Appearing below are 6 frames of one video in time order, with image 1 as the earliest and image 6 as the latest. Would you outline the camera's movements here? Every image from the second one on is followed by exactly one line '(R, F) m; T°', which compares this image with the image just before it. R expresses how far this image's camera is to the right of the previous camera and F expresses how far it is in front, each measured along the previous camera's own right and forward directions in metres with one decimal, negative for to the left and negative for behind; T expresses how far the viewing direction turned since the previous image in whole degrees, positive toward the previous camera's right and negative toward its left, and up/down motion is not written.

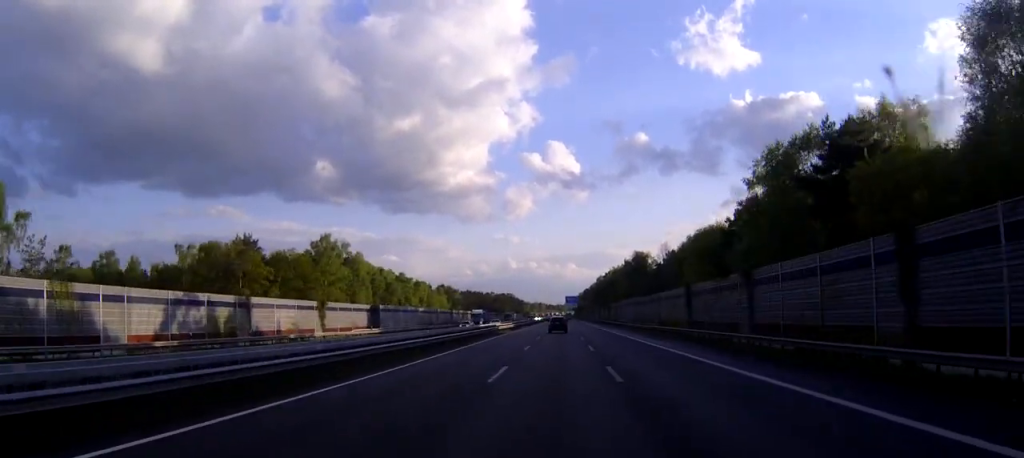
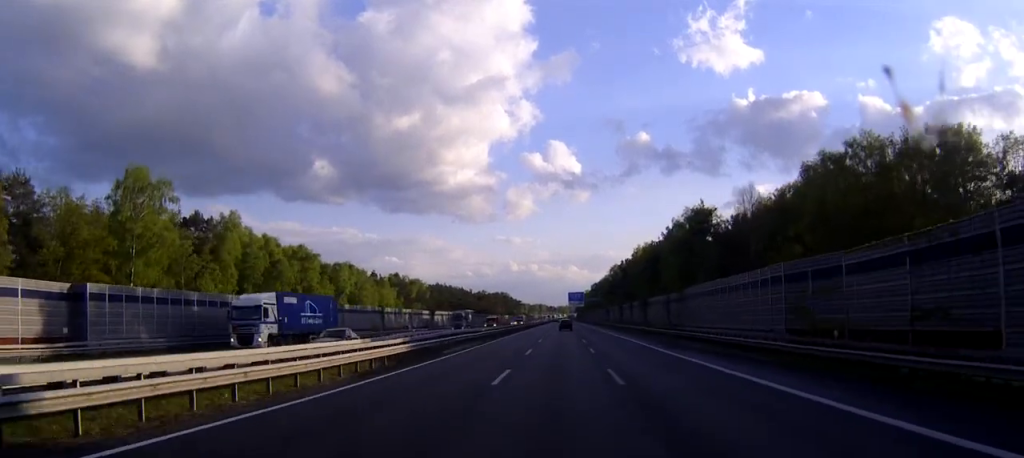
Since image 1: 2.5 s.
(+0.4, +71.3) m; 0°
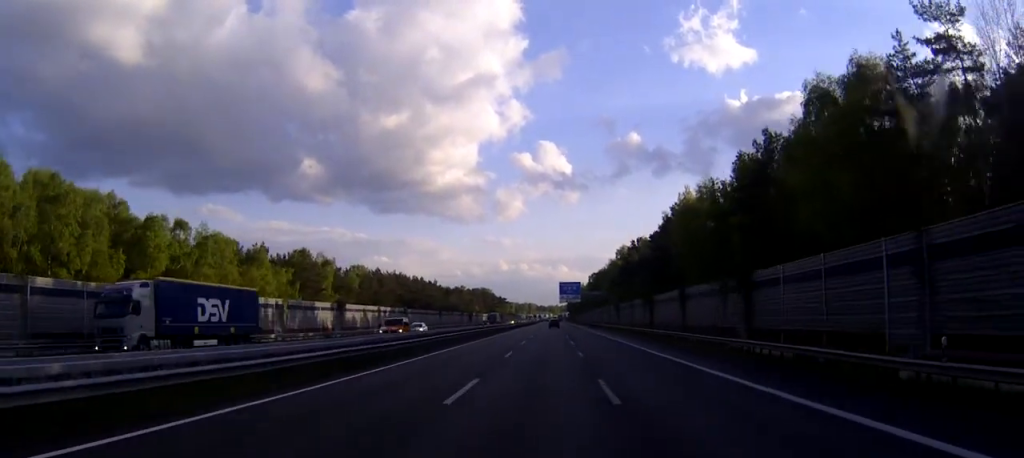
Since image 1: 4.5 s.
(-0.2, +58.6) m; 0°
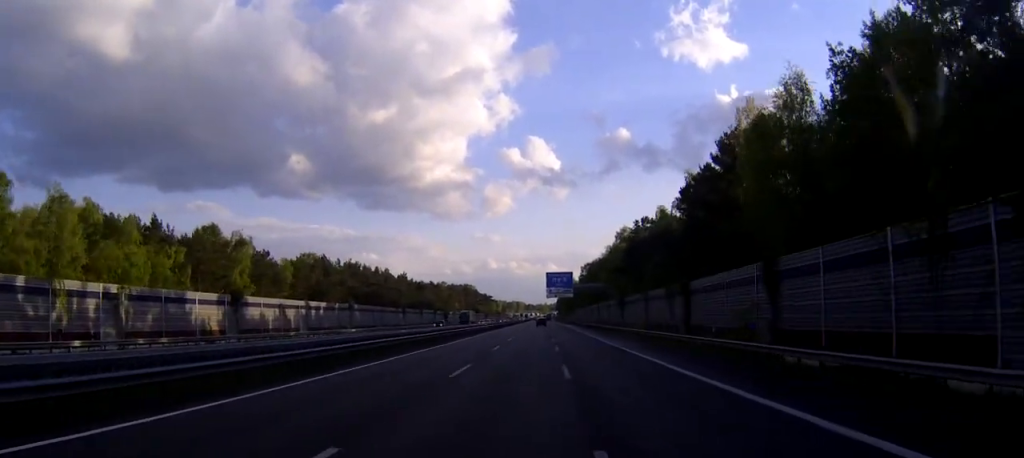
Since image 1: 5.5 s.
(+0.1, +29.1) m; 0°
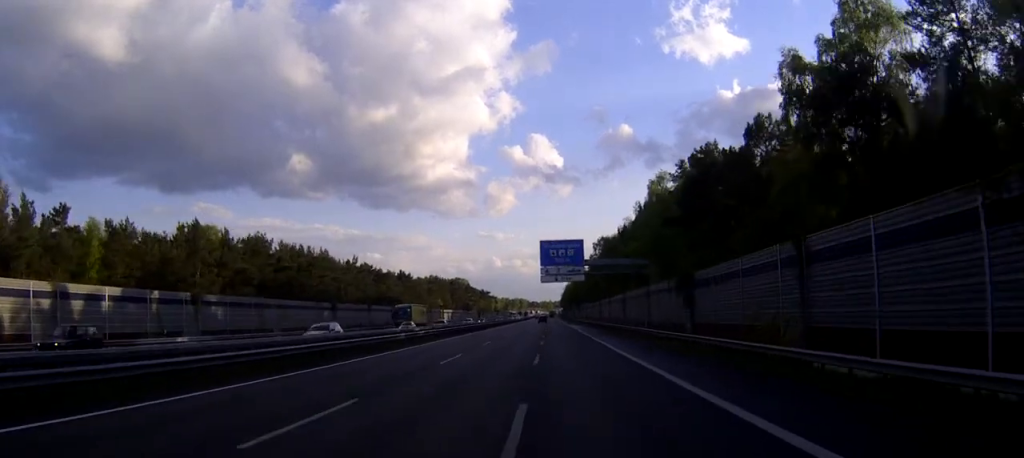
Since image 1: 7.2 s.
(+0.2, +49.0) m; 0°
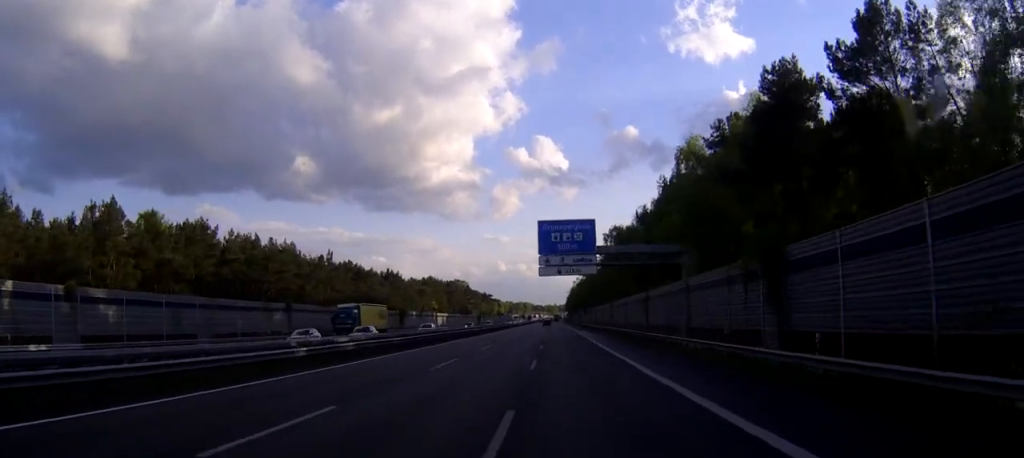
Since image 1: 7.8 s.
(0.0, +18.7) m; 0°
